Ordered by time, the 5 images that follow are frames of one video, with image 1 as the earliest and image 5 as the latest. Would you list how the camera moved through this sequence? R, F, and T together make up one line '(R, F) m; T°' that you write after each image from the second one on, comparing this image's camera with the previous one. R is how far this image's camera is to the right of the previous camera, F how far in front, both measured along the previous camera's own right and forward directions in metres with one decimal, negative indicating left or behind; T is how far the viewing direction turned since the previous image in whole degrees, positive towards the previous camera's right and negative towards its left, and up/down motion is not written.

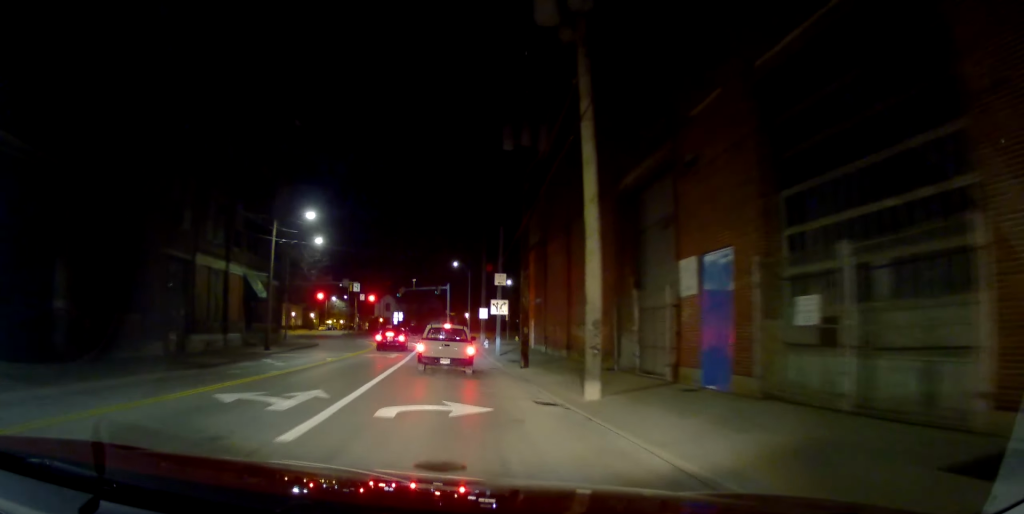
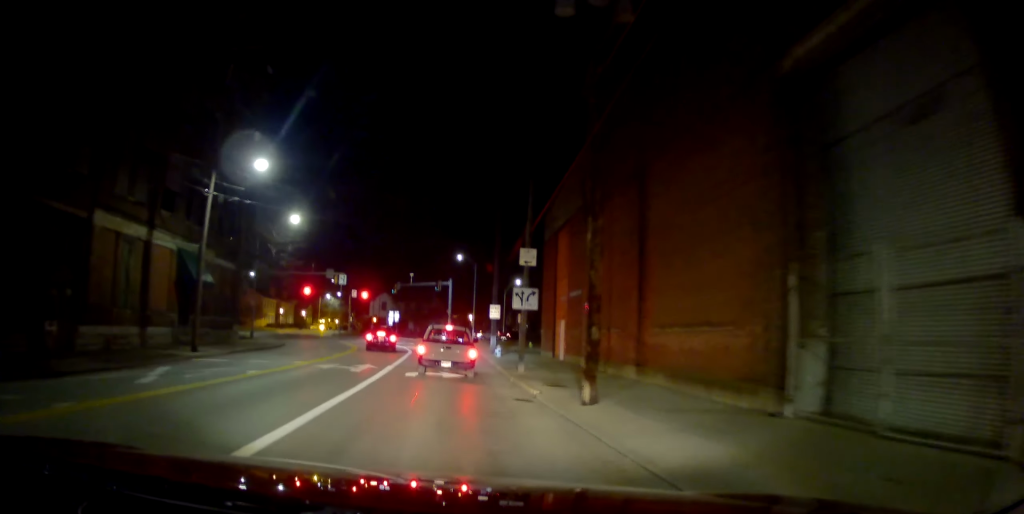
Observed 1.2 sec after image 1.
(+0.3, +10.3) m; +1°
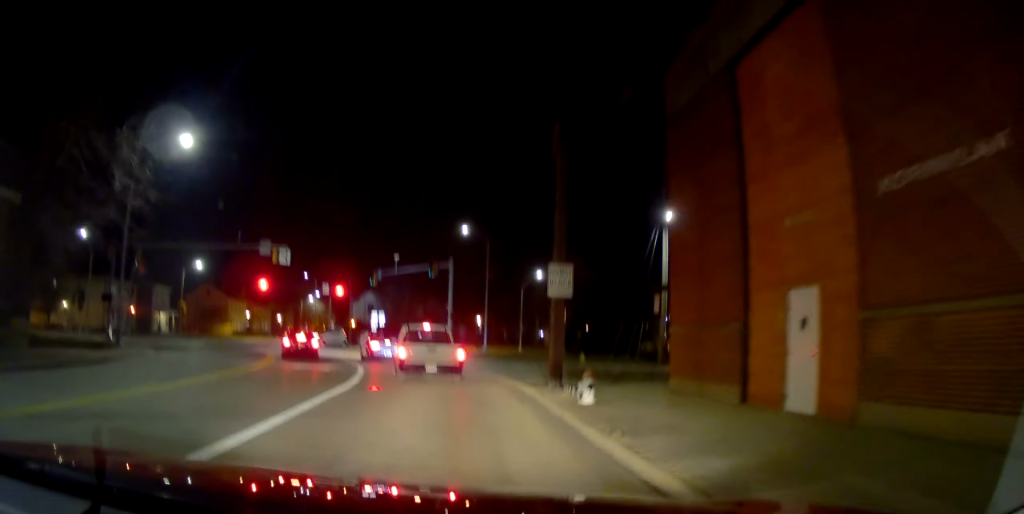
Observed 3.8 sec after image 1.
(+1.2, +20.6) m; +3°
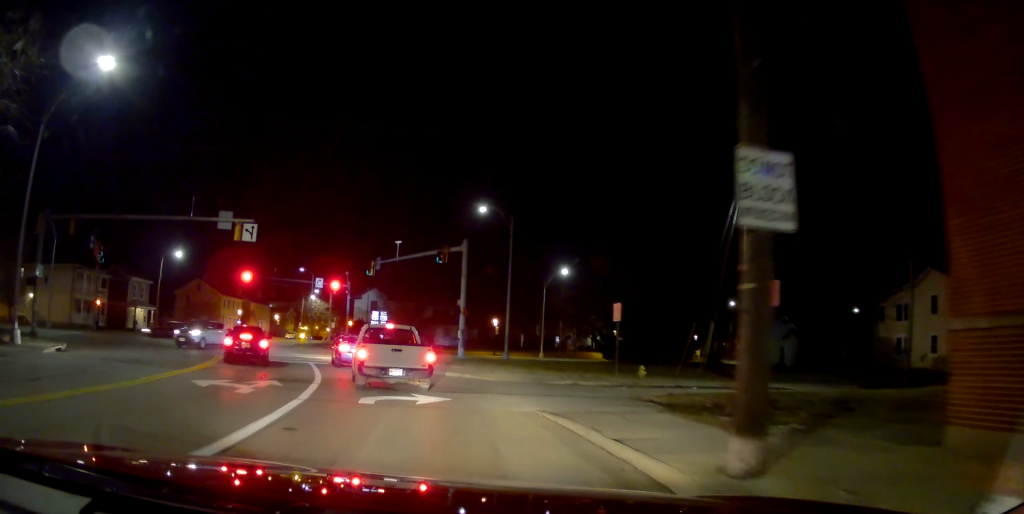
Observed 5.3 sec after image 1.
(-0.1, +8.7) m; -2°
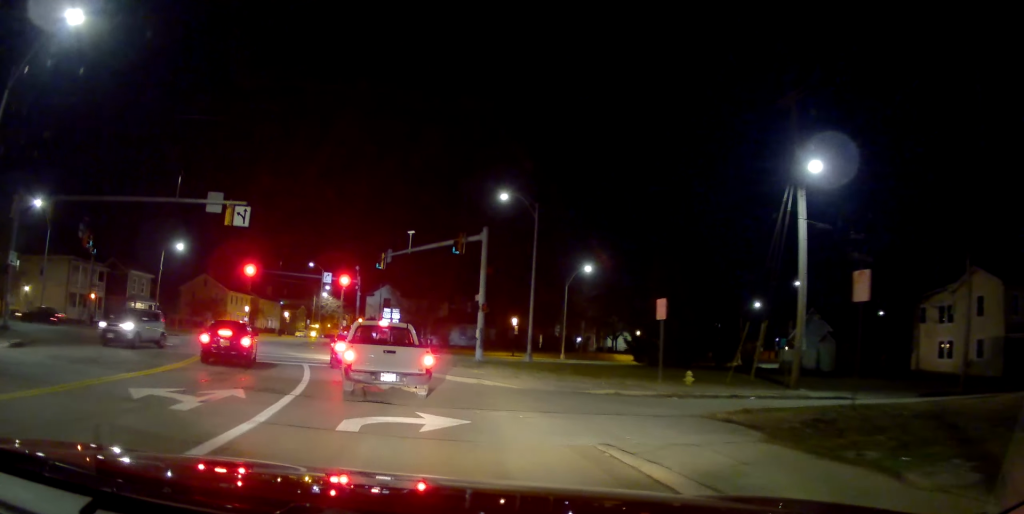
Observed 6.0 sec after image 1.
(+0.1, +3.3) m; -4°
